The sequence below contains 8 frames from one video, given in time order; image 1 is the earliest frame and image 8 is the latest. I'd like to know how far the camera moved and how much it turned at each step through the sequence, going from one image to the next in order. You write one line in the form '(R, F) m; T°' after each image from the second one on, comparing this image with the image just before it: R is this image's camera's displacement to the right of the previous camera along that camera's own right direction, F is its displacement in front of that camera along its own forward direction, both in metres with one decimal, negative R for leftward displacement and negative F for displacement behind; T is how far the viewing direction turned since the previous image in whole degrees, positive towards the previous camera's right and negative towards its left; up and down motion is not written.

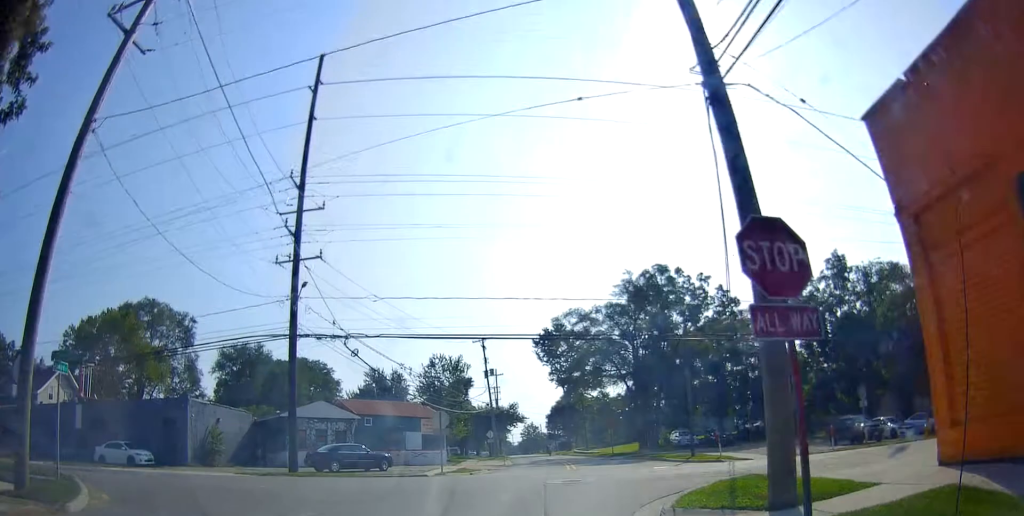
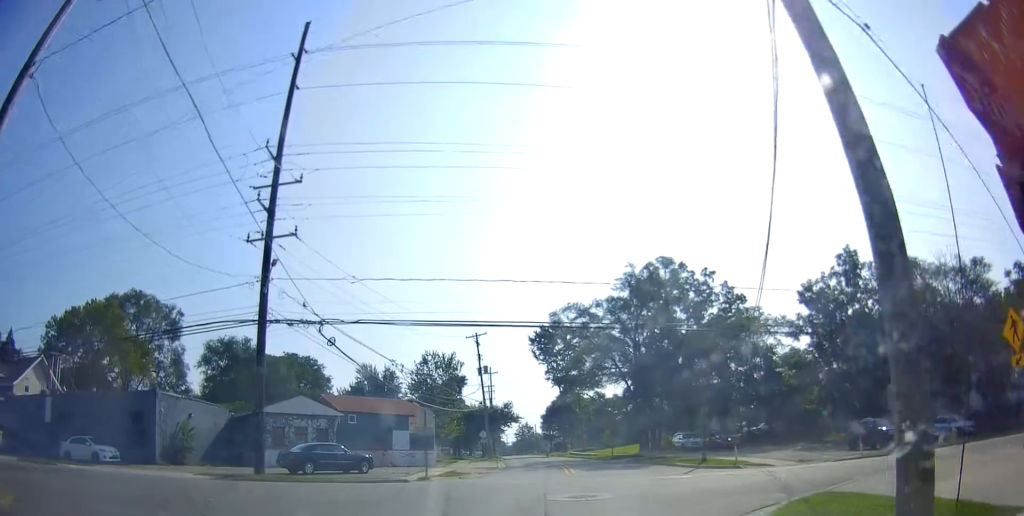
(+0.3, +3.6) m; 0°
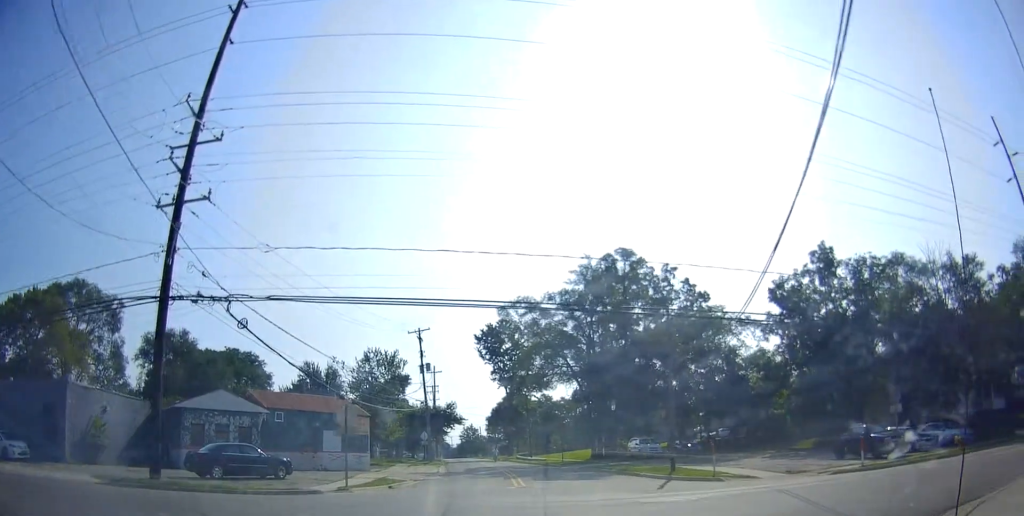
(-0.6, +4.6) m; +6°
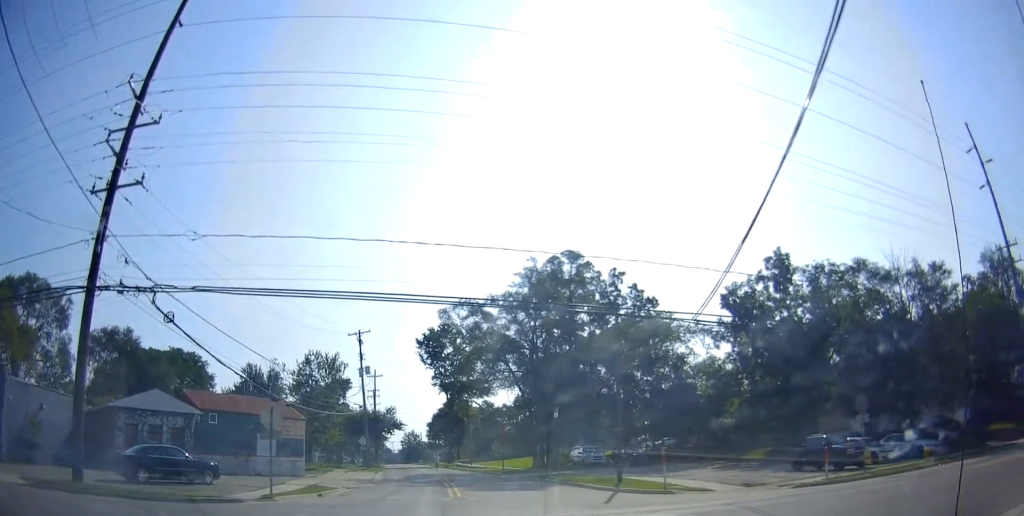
(+0.6, +1.7) m; +11°
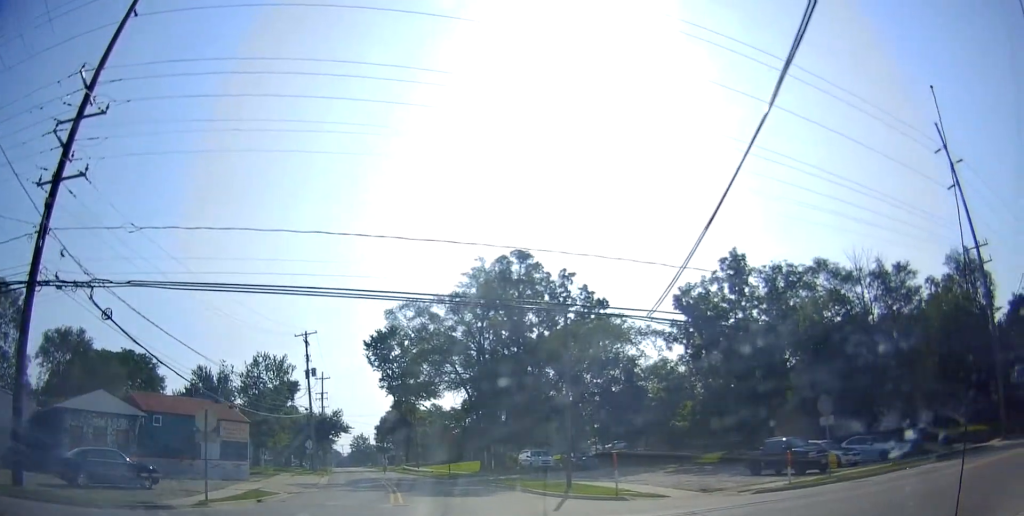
(+0.3, +1.3) m; +9°
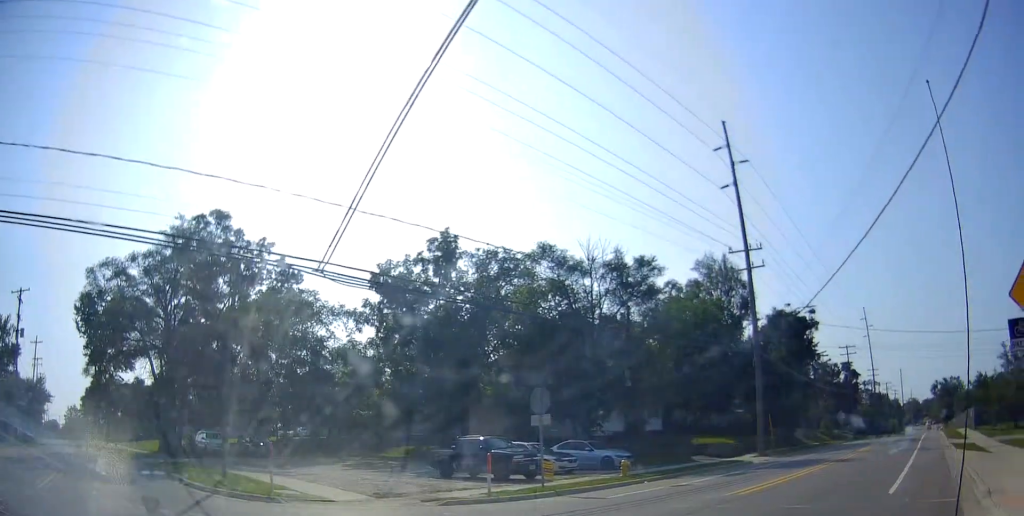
(+0.8, +3.6) m; +32°
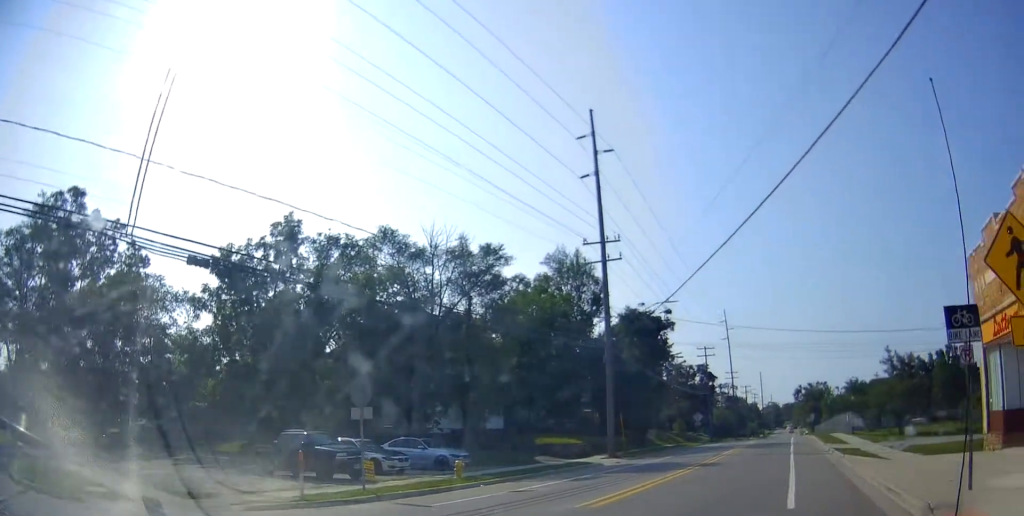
(+0.3, +1.6) m; +12°
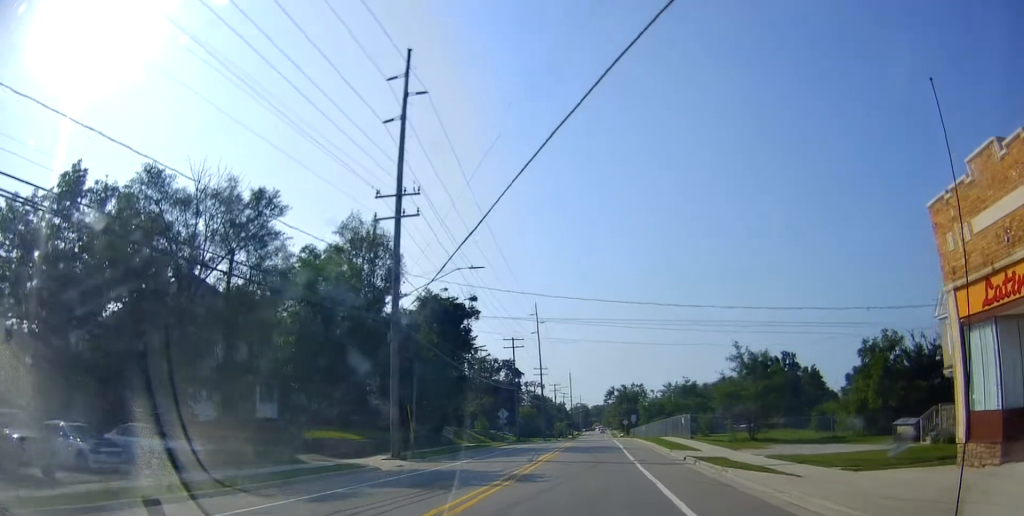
(+0.4, +5.8) m; +11°
